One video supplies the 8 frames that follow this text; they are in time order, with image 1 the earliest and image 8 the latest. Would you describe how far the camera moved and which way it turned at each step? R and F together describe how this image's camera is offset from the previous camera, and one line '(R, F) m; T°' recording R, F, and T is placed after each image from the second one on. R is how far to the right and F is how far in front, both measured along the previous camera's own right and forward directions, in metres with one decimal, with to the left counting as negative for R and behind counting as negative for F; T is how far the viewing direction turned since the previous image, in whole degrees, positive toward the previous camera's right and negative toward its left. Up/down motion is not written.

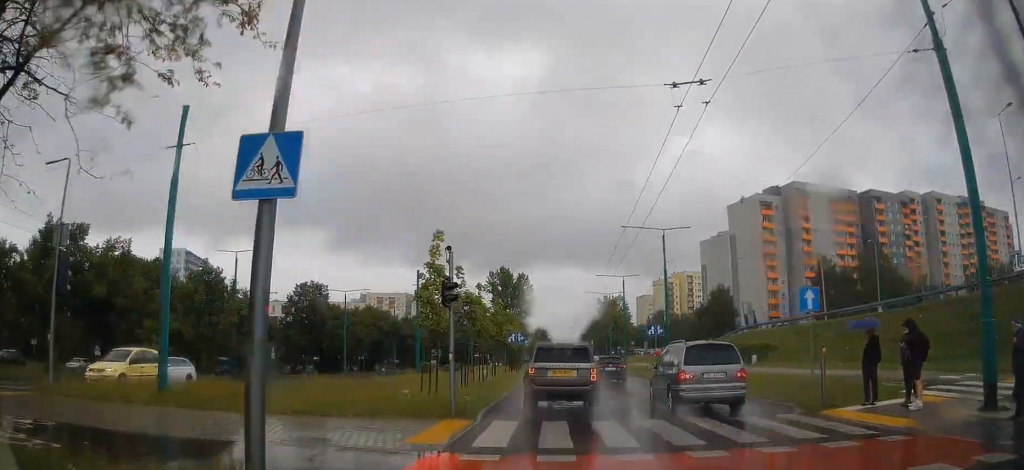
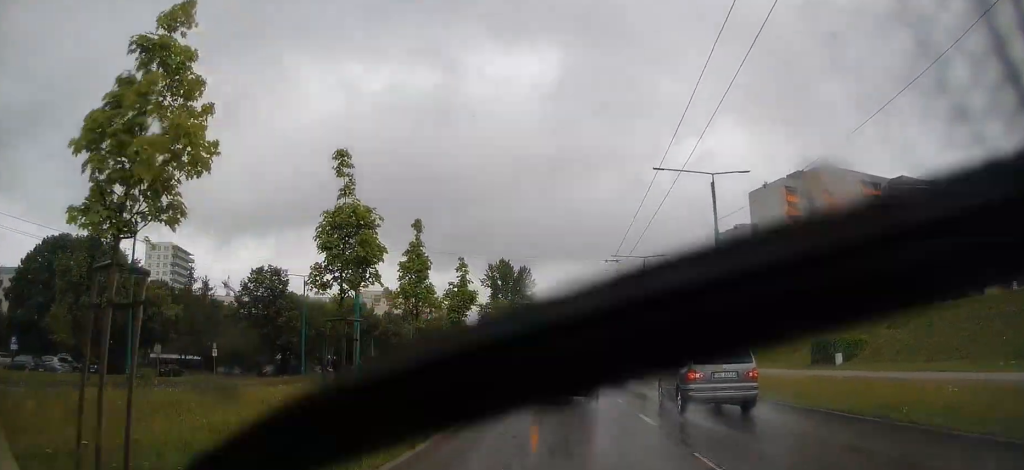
(-0.2, +13.9) m; 0°
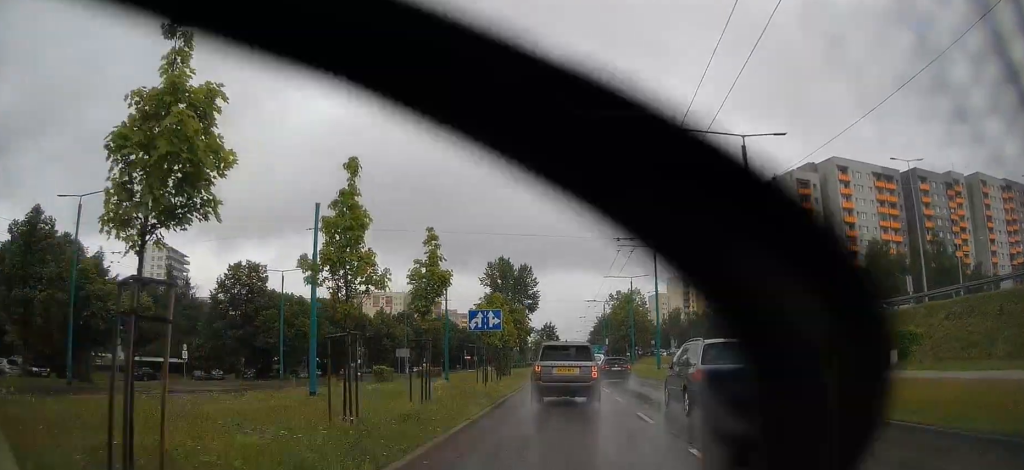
(+0.1, +5.5) m; 0°
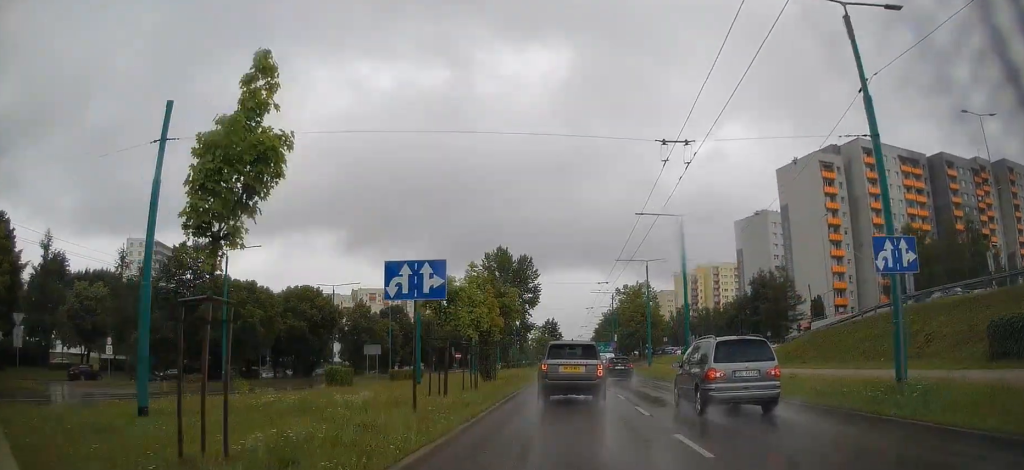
(+0.1, +10.6) m; 0°
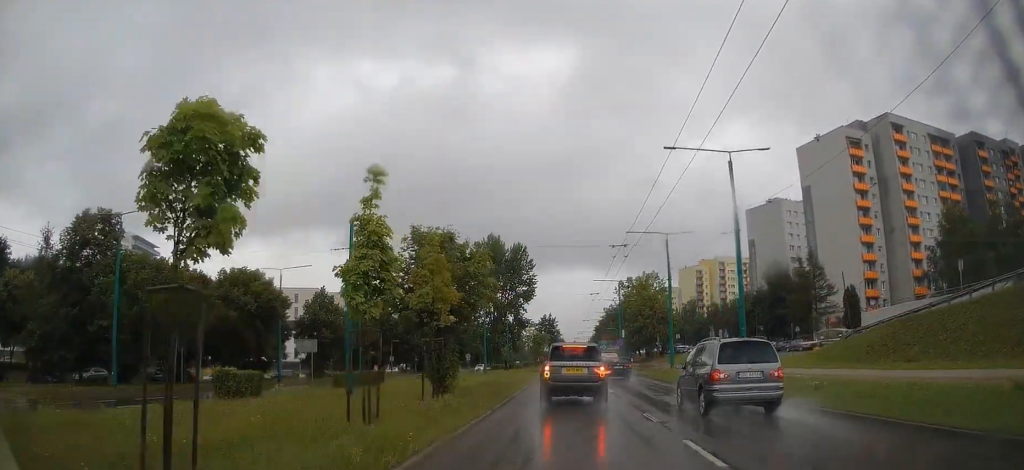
(-0.1, +12.6) m; 0°
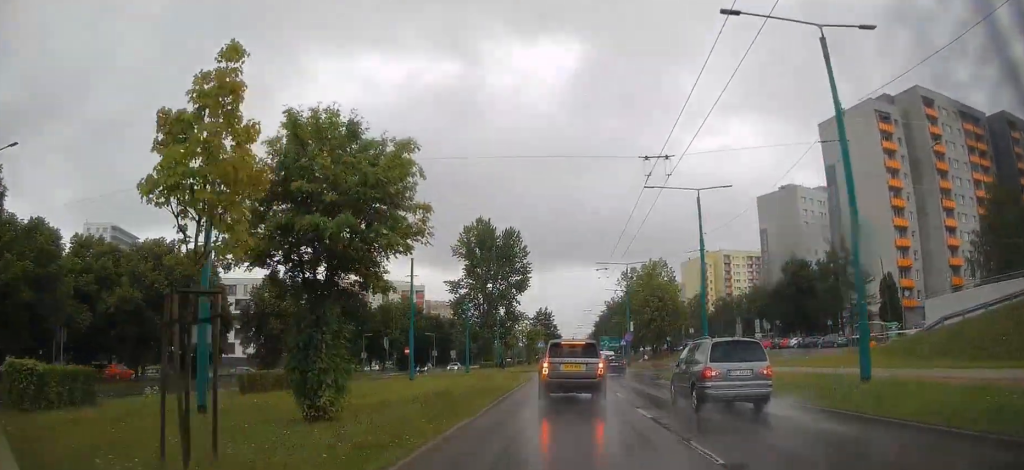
(+0.1, +11.1) m; +1°
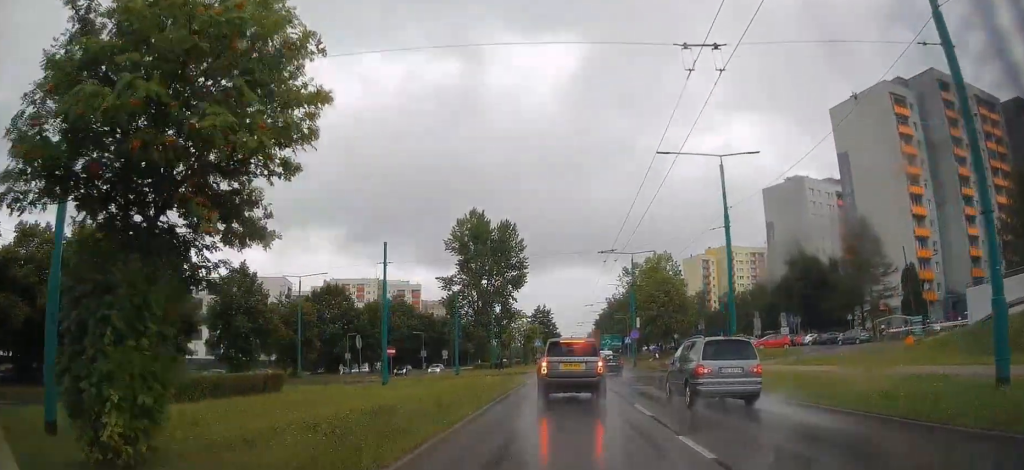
(0.0, +5.5) m; +1°
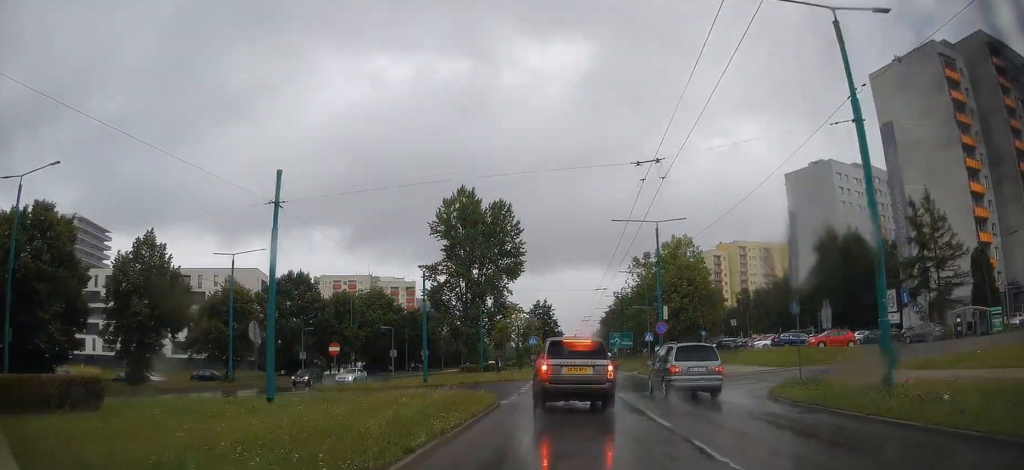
(-0.2, +12.5) m; -3°
